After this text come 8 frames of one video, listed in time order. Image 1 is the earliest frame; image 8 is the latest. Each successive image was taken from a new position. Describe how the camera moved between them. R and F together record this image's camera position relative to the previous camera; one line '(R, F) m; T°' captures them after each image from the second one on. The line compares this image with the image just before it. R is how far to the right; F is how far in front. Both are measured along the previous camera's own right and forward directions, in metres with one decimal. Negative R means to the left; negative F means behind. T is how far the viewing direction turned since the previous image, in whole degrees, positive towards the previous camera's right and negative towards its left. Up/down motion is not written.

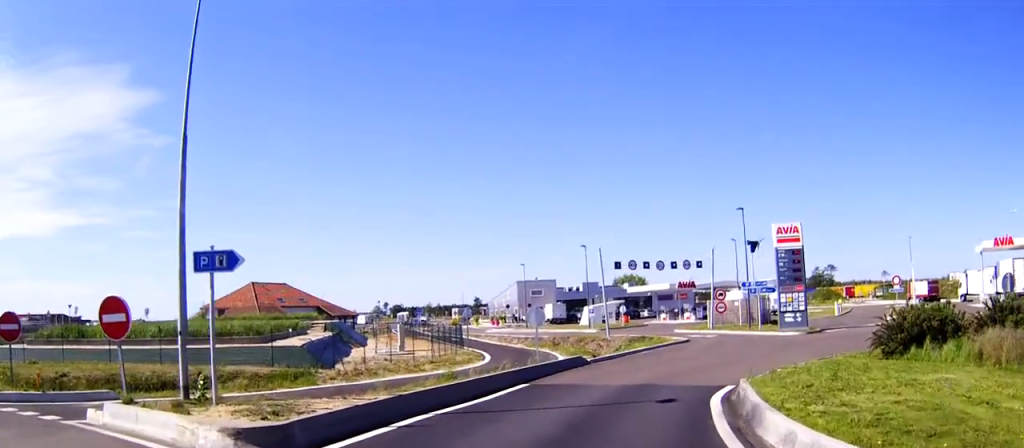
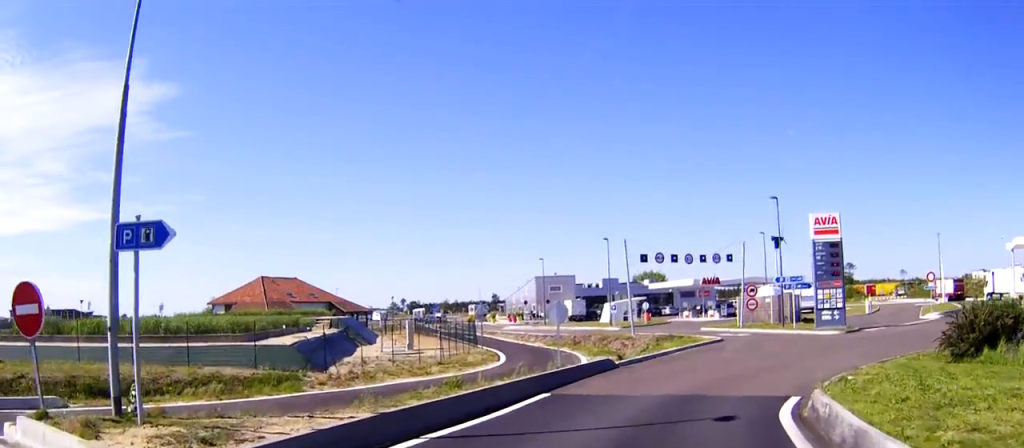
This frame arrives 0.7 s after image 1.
(0.0, +3.4) m; 0°
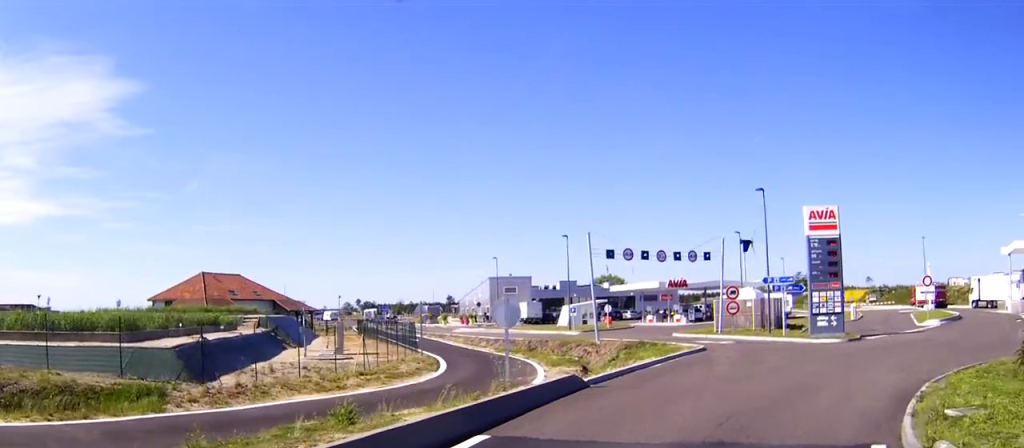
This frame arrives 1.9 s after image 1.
(0.0, +5.7) m; 0°
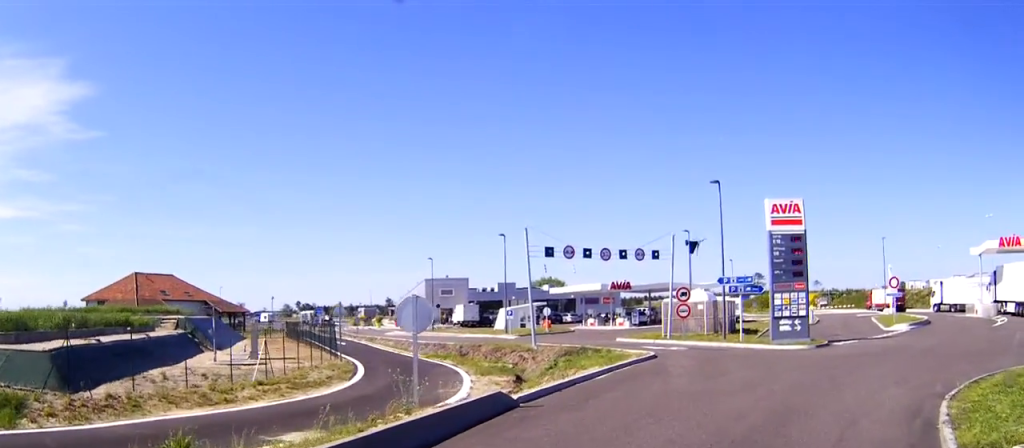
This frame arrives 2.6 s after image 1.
(0.0, +3.2) m; 0°
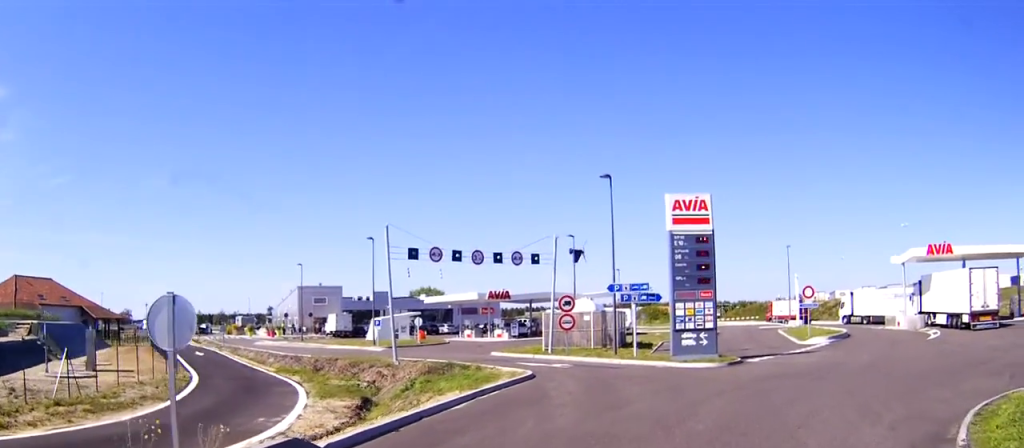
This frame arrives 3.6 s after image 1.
(0.0, +4.4) m; 0°
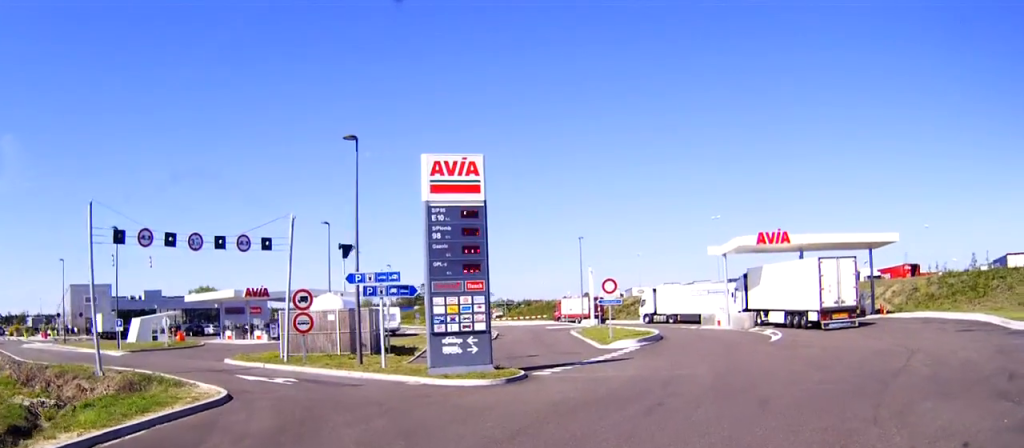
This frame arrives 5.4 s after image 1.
(+0.8, +7.7) m; +16°
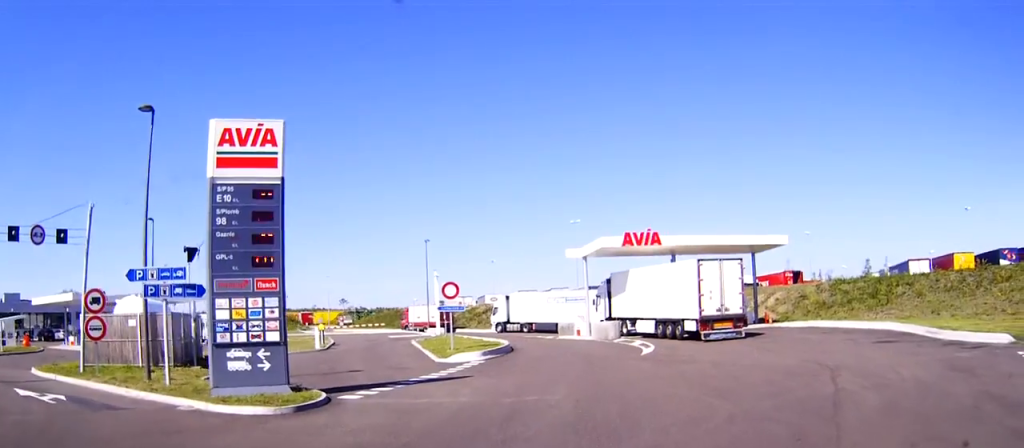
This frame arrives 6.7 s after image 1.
(+0.7, +5.0) m; +14°
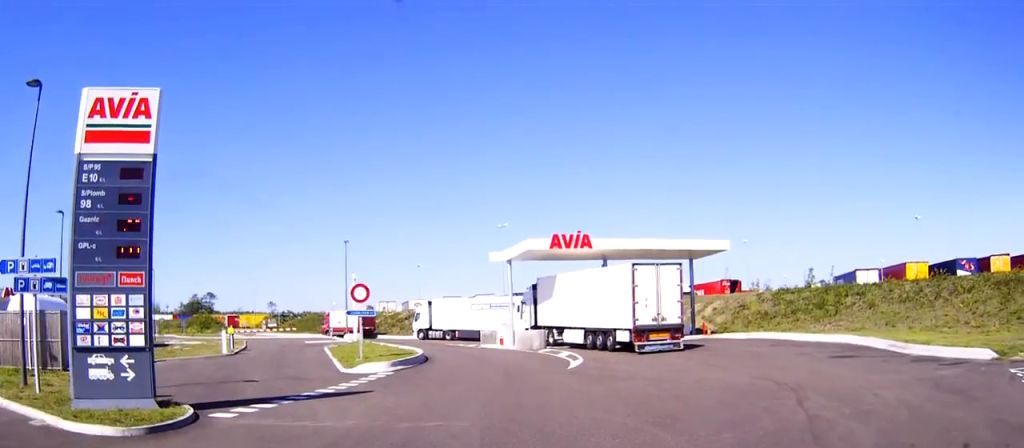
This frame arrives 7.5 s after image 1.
(+0.2, +2.9) m; +5°
